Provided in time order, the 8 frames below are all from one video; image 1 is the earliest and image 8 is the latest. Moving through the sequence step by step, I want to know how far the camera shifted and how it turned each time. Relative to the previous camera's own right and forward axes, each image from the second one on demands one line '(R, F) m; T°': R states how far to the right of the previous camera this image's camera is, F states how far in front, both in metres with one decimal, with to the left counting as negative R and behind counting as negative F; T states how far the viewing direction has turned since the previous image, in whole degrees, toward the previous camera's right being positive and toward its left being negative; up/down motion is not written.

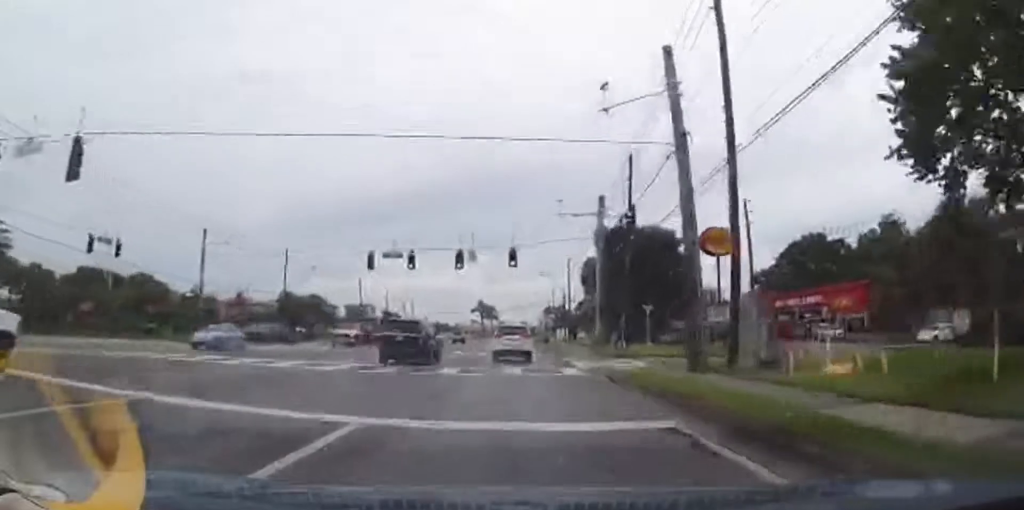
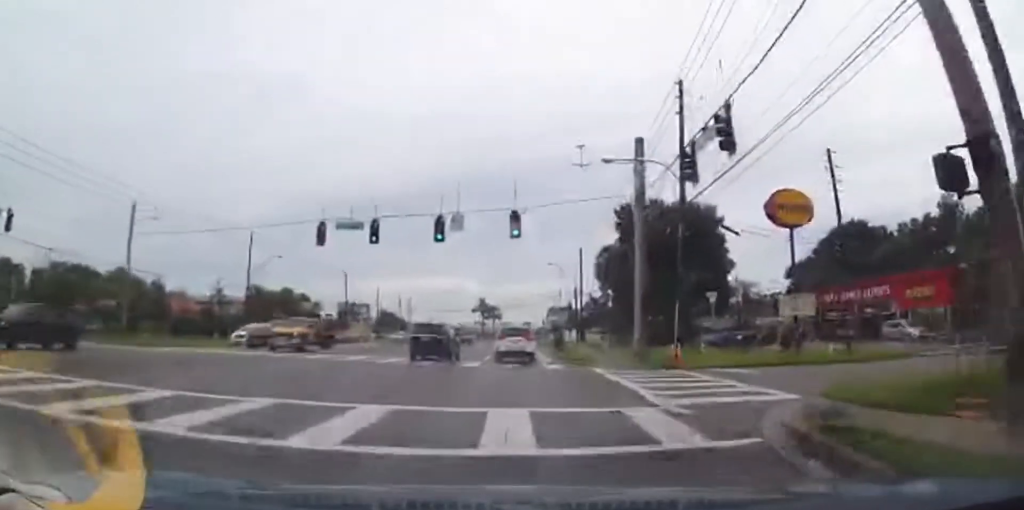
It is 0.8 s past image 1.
(0.0, +11.7) m; 0°
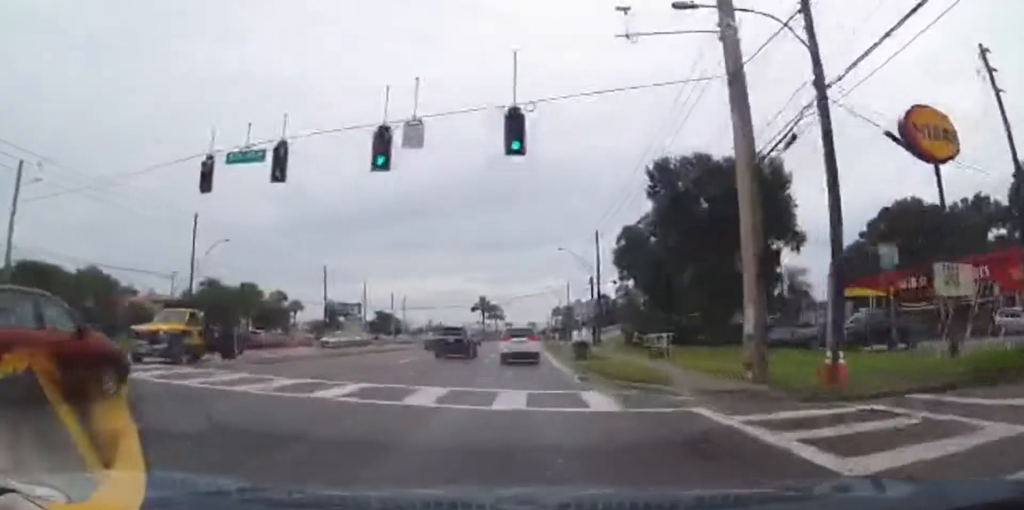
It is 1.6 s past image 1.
(0.0, +13.1) m; 0°
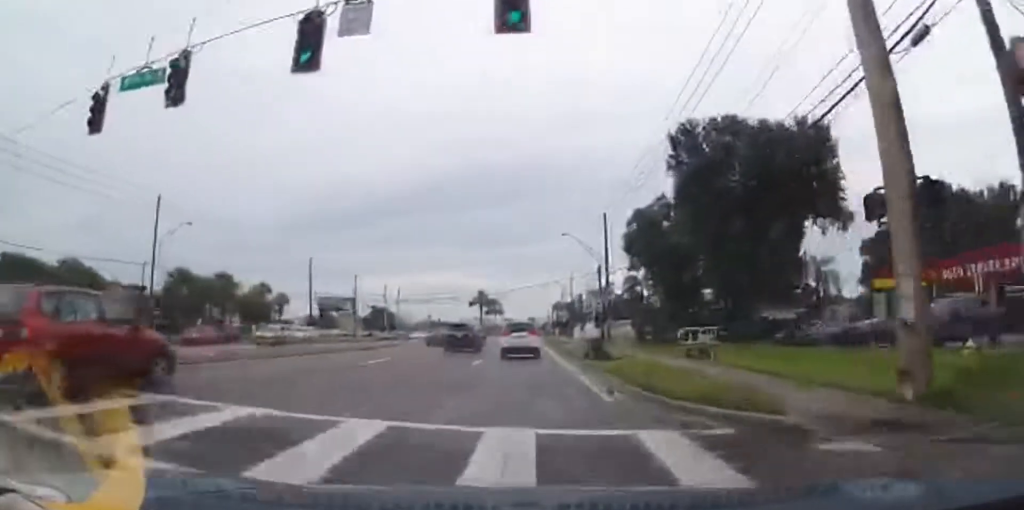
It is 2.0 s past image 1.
(0.0, +6.0) m; 0°
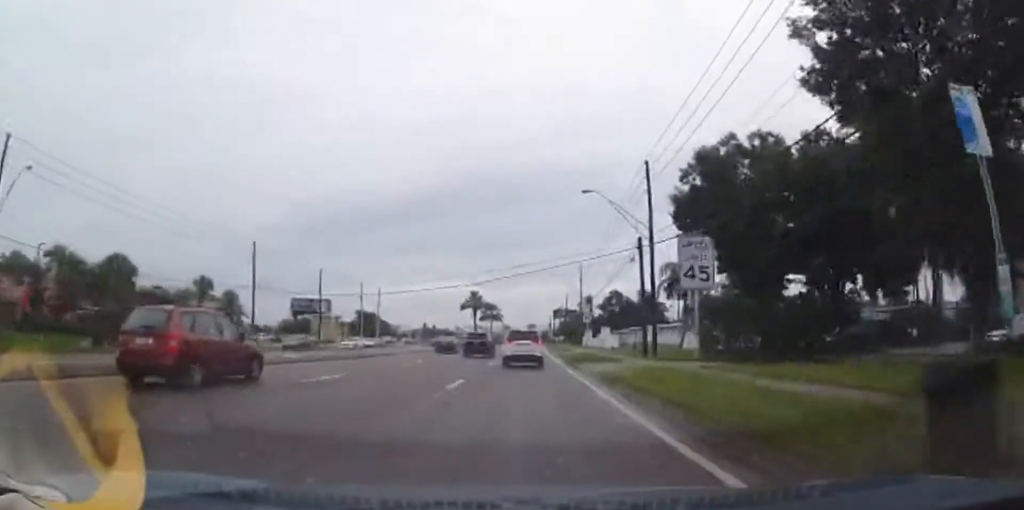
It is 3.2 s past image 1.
(0.0, +17.7) m; 0°
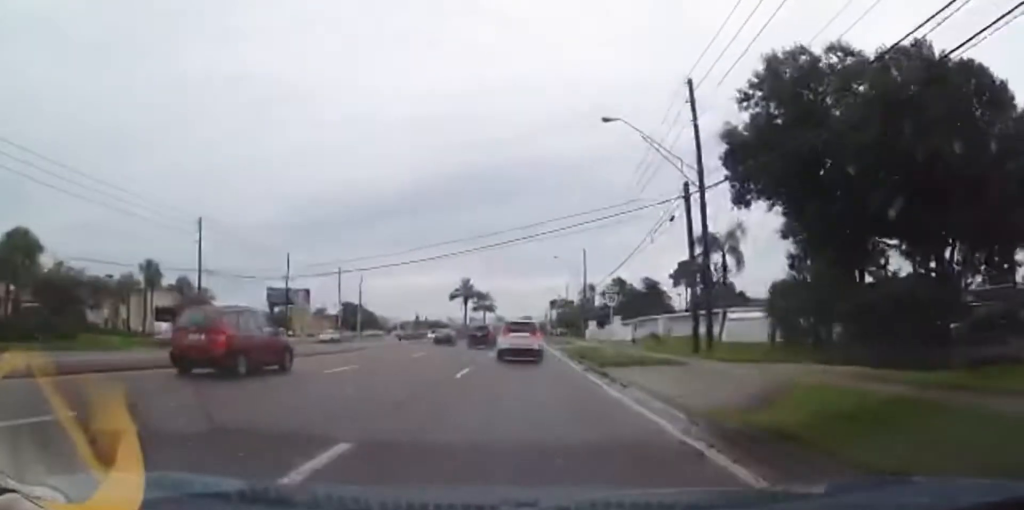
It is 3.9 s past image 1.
(+0.1, +10.6) m; -1°
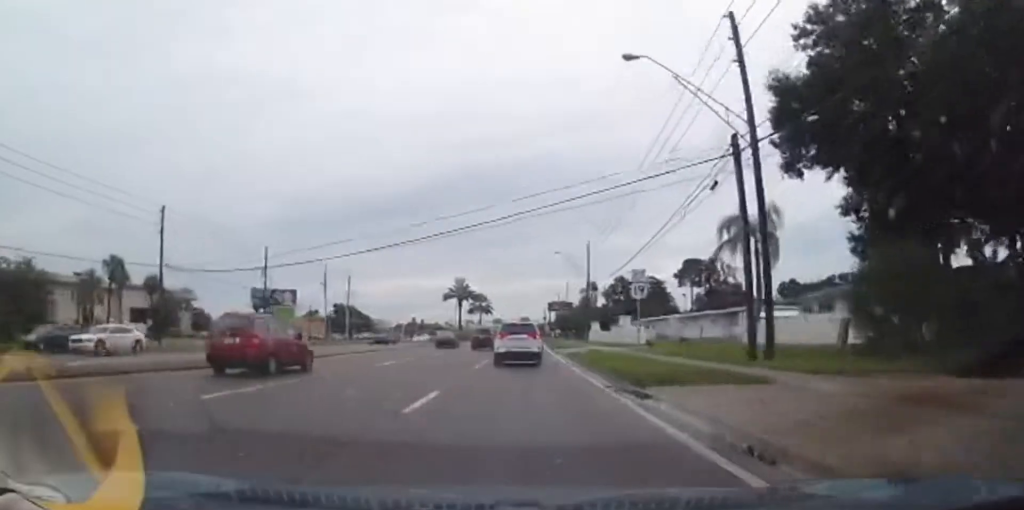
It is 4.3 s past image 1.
(-0.1, +6.3) m; 0°
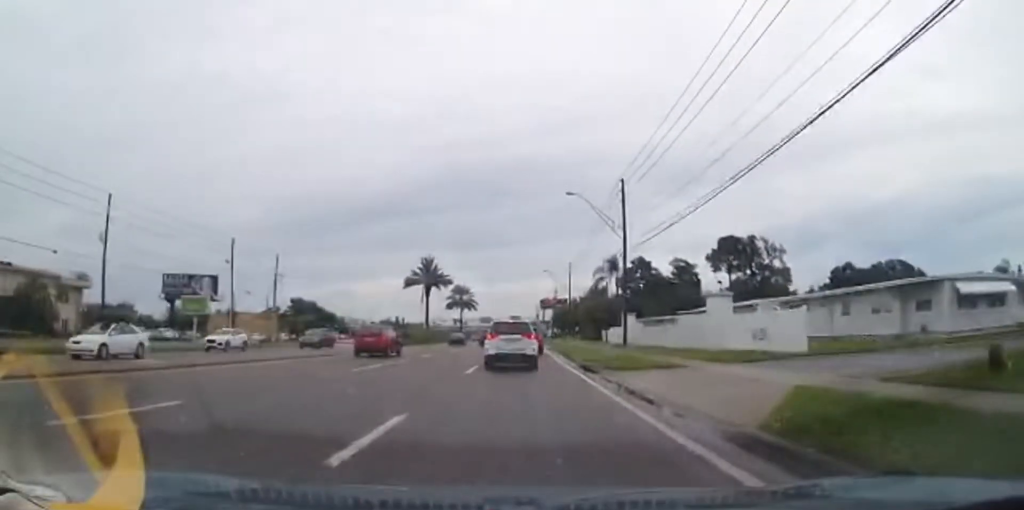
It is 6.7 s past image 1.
(+1.4, +31.0) m; +4°
